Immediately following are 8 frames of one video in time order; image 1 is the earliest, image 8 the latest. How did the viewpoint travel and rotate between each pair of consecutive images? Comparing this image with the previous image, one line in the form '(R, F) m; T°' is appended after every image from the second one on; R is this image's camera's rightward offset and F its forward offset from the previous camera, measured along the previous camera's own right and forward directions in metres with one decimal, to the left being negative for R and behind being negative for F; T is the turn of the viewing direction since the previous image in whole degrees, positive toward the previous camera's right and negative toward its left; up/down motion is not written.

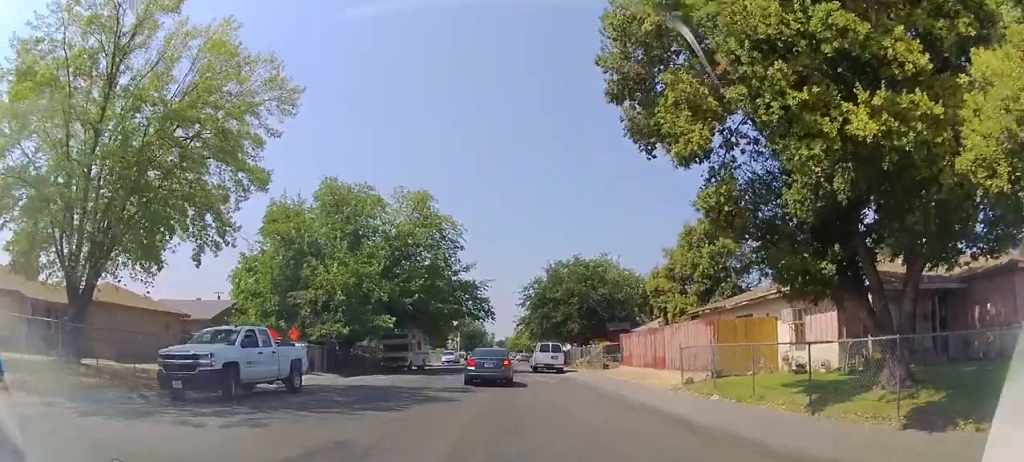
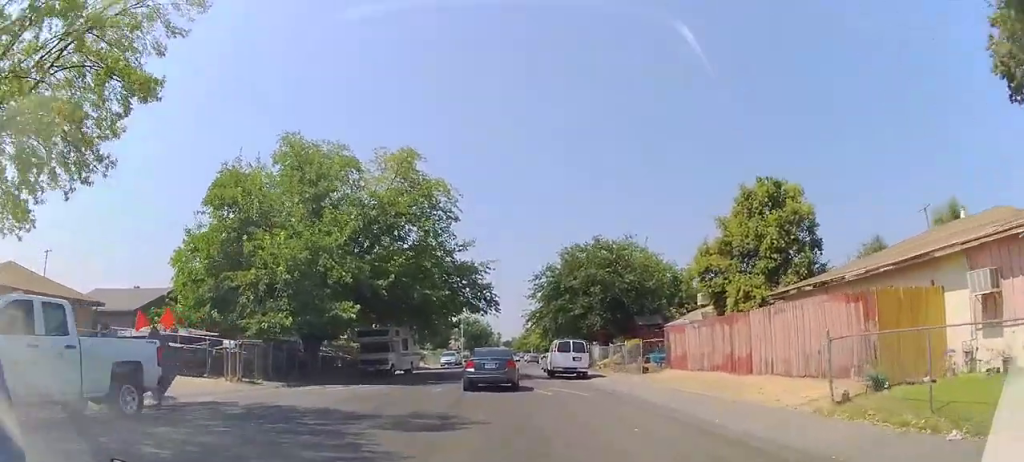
(-0.2, +7.8) m; 0°
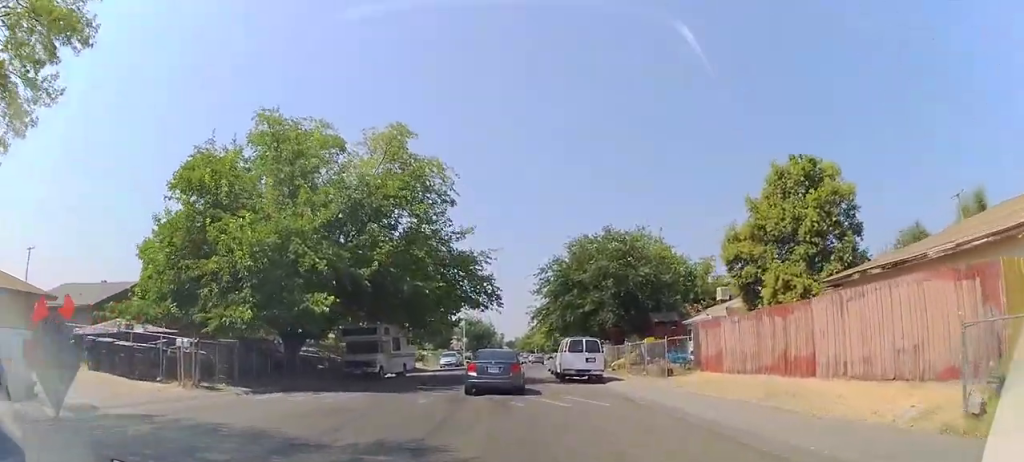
(+0.3, +3.3) m; 0°
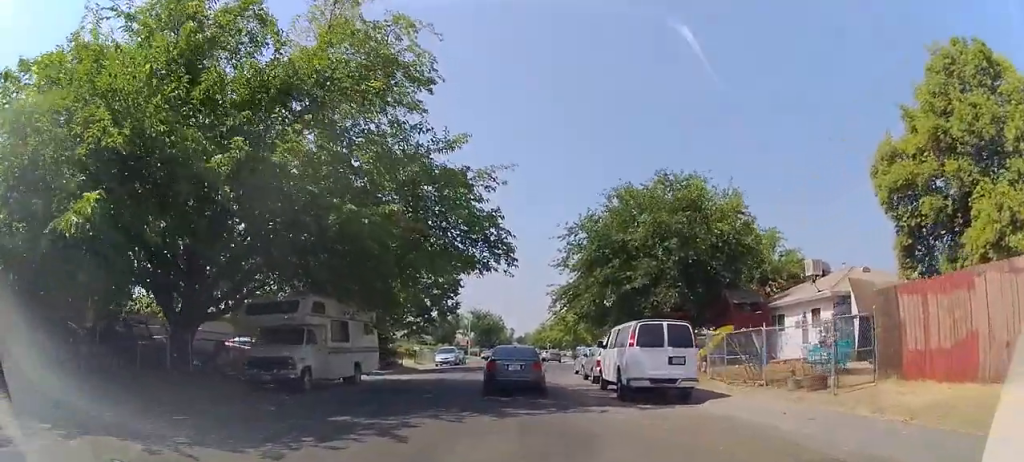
(-1.1, +11.2) m; -4°
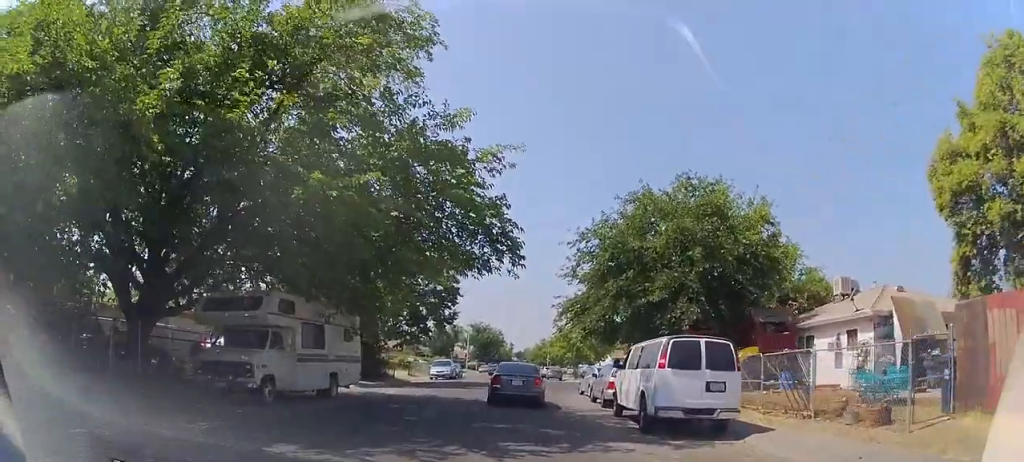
(+0.2, +2.7) m; +2°
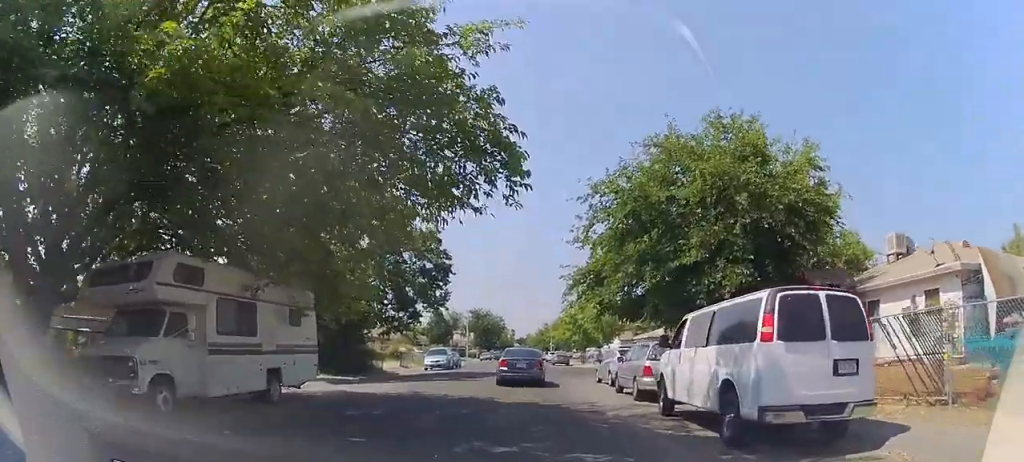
(+0.2, +4.6) m; -1°
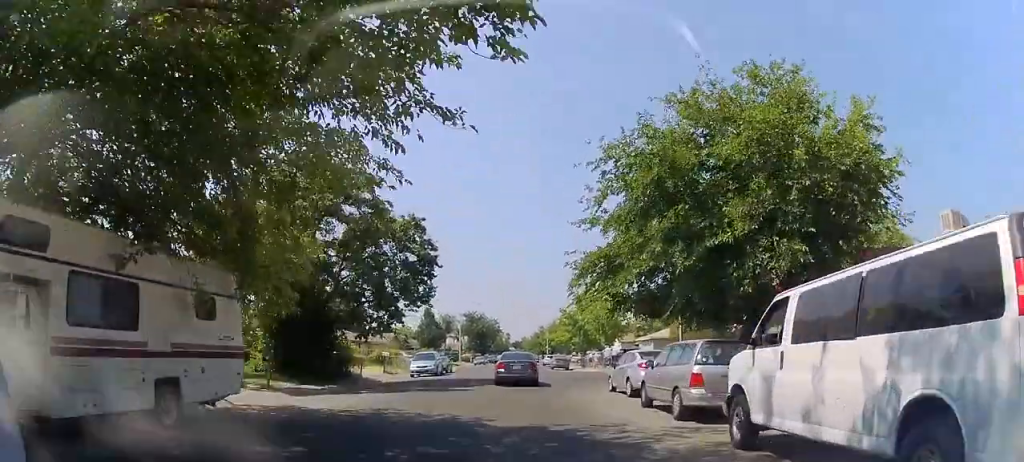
(-0.2, +3.7) m; -2°
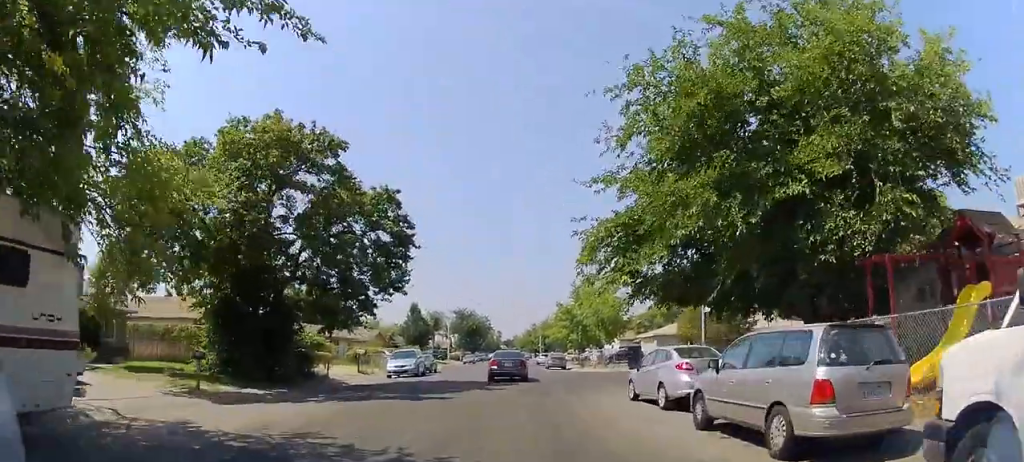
(0.0, +4.1) m; +2°
